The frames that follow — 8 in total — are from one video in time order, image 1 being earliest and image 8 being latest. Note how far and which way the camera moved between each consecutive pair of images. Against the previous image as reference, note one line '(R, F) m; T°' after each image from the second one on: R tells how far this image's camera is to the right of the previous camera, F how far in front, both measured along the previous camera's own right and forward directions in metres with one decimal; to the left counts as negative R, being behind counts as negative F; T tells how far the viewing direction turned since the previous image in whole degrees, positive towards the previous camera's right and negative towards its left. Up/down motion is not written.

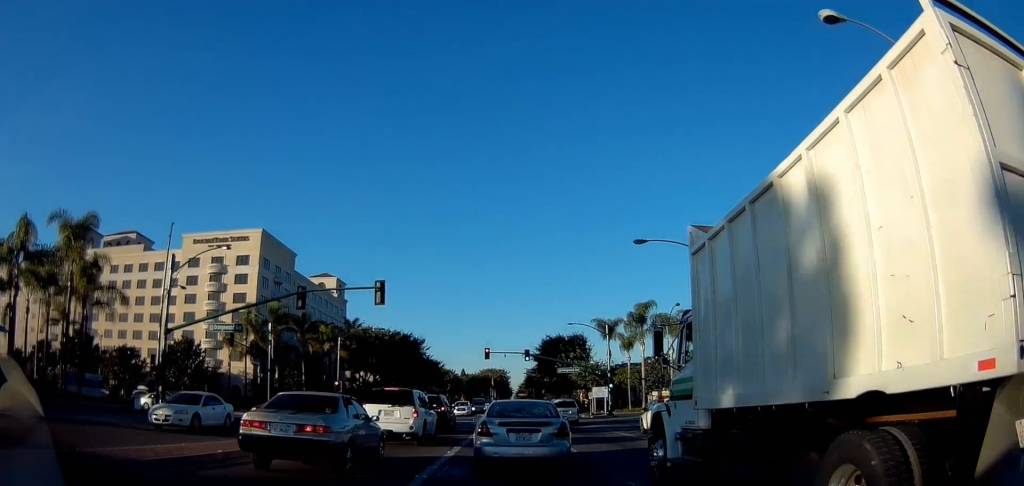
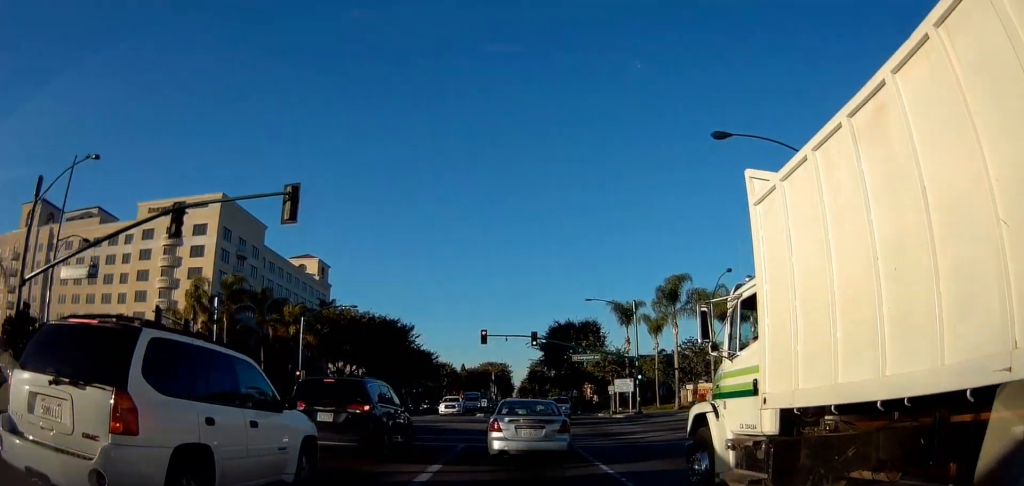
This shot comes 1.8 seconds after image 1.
(0.0, +13.2) m; 0°
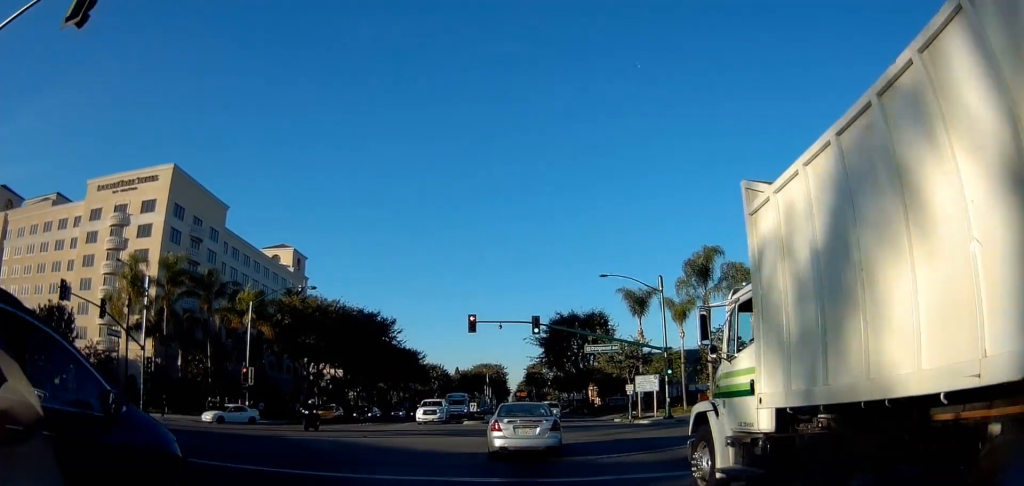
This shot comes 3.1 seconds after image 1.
(0.0, +11.0) m; 0°
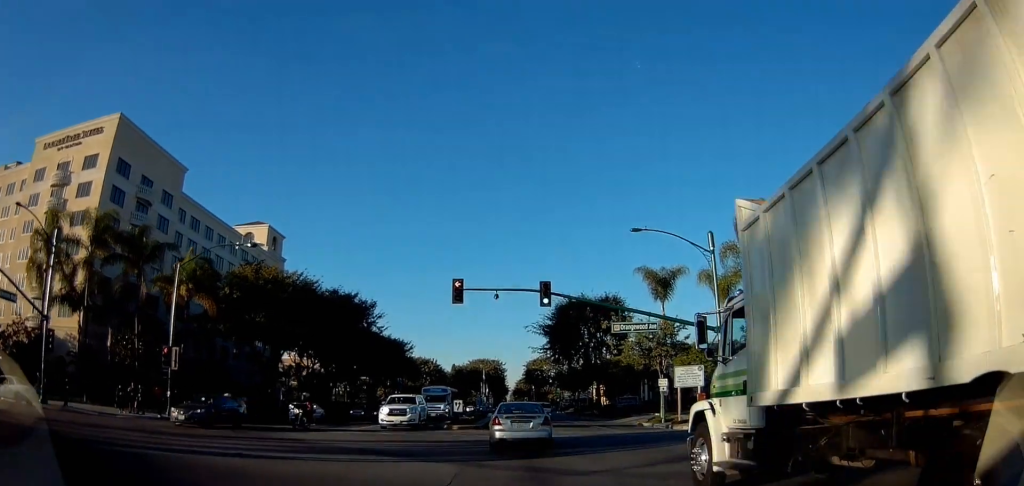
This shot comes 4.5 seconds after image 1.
(0.0, +11.5) m; 0°
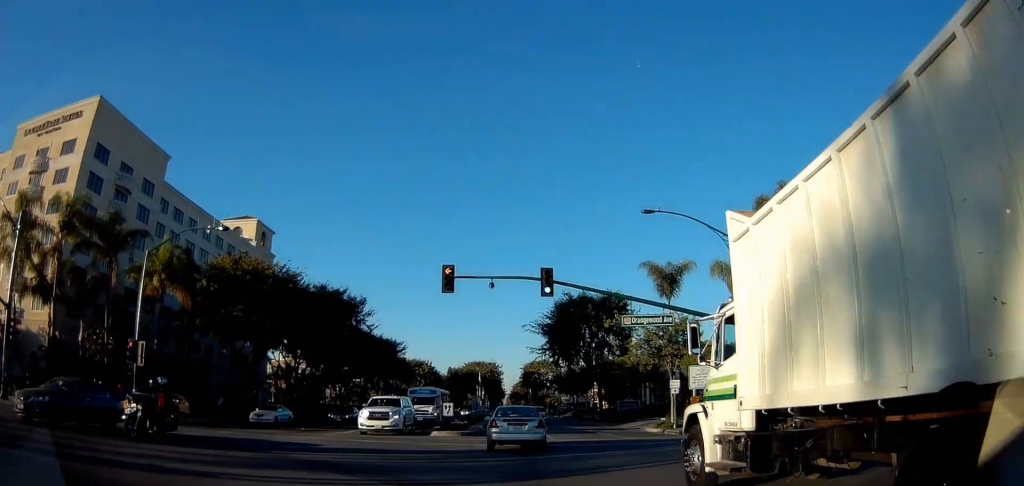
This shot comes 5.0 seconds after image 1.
(0.0, +3.8) m; 0°
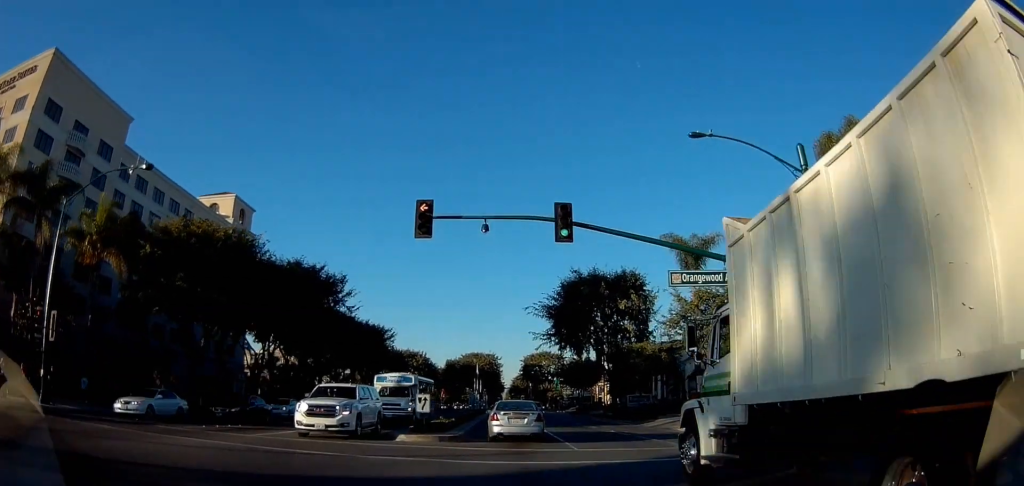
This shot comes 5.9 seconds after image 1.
(0.0, +8.0) m; -1°
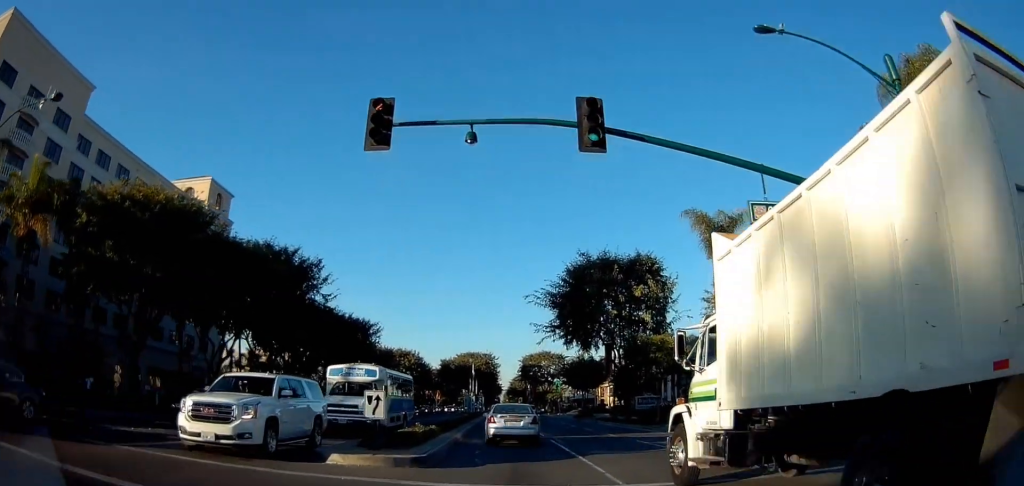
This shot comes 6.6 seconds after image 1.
(+0.1, +6.9) m; -3°
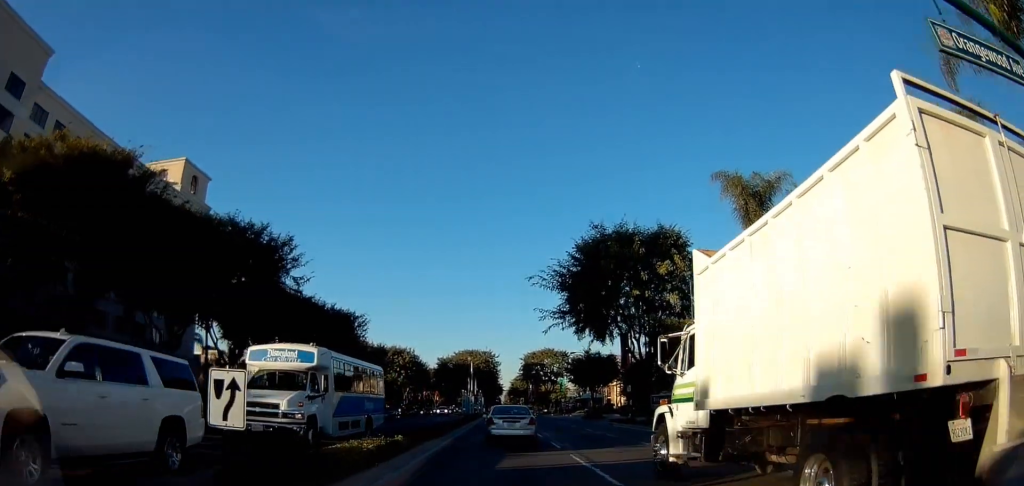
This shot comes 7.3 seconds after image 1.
(-0.5, +7.2) m; 0°
